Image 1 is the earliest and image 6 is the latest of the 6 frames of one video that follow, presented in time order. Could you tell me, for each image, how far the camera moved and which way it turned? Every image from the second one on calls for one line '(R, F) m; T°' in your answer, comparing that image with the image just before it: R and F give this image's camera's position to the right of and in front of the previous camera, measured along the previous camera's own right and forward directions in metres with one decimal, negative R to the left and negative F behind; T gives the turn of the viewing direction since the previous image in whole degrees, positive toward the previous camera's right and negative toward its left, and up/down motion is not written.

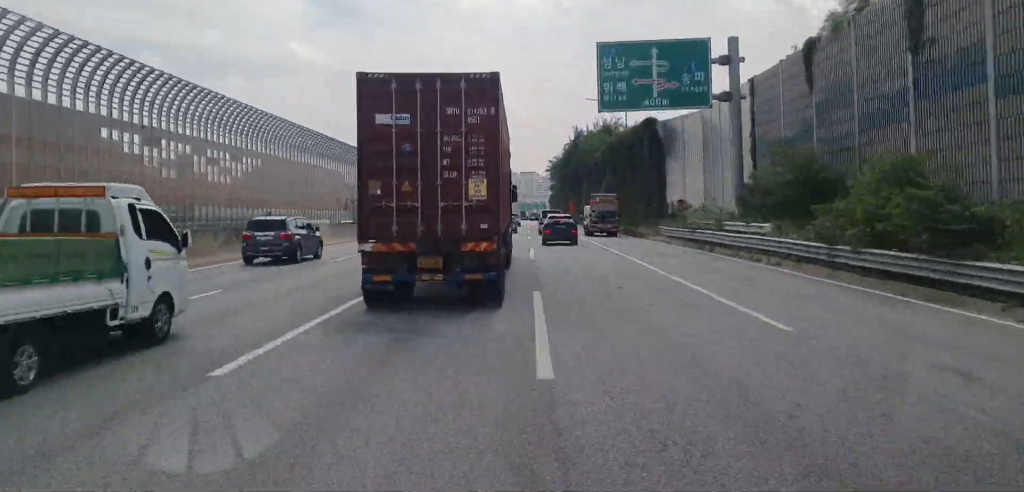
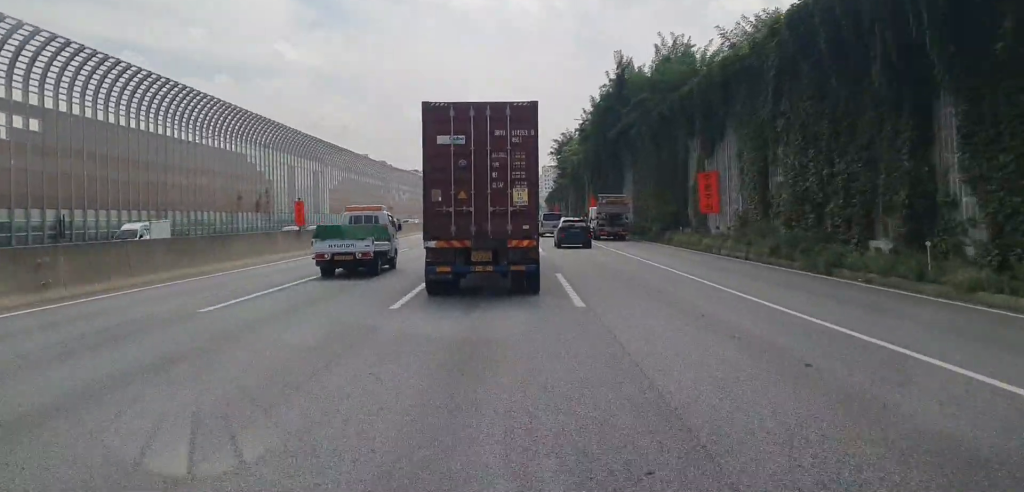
(+0.6, +53.3) m; +1°
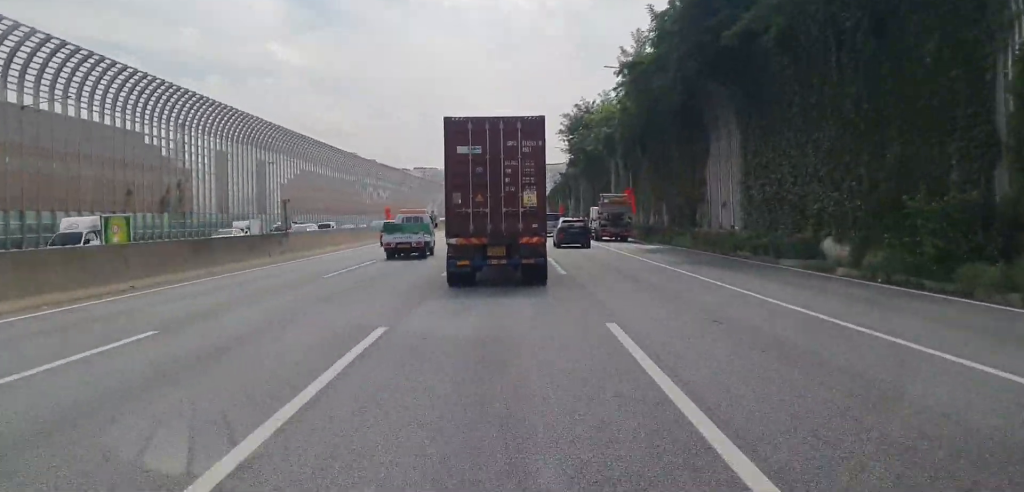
(+0.1, +29.9) m; 0°
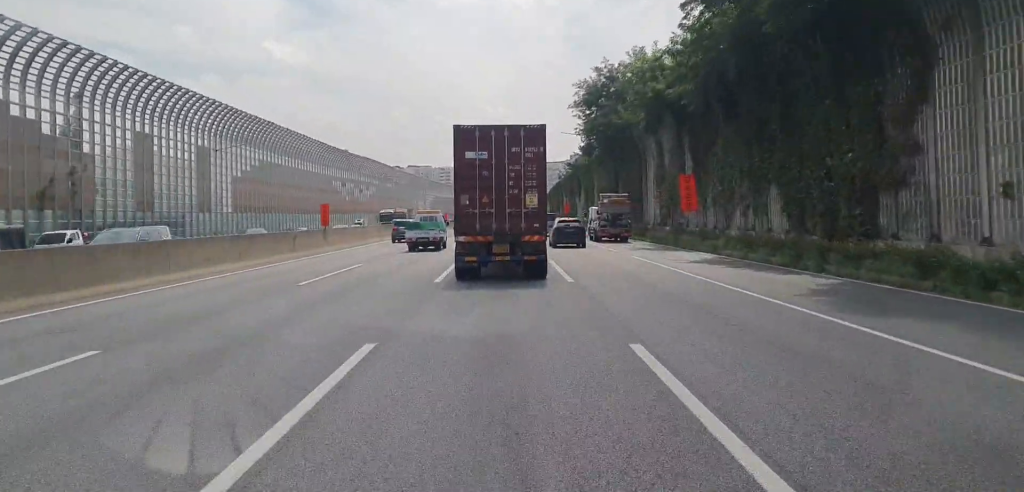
(0.0, +22.1) m; 0°
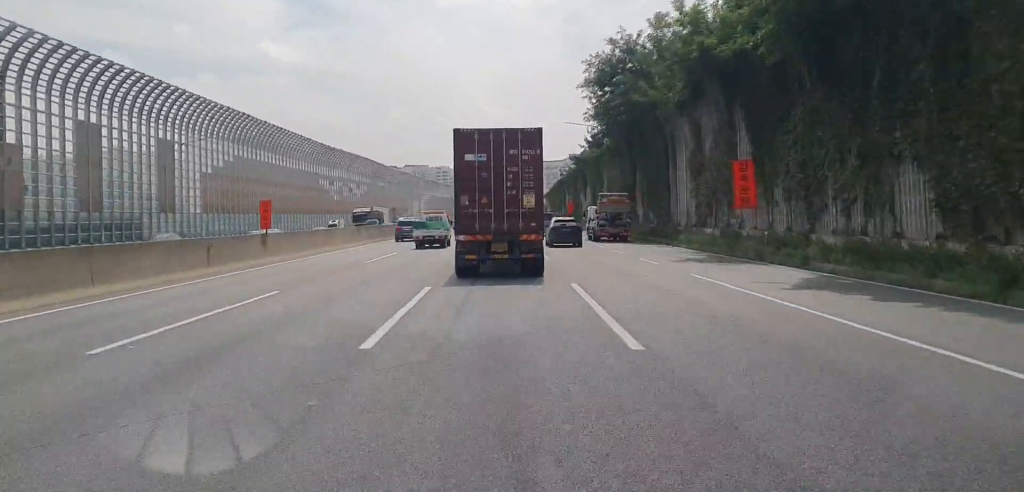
(0.0, +9.7) m; 0°
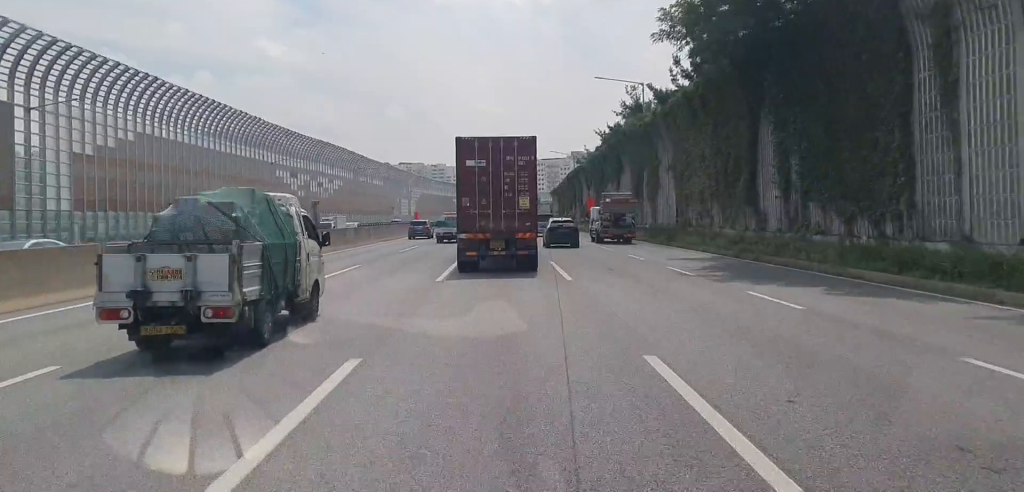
(-0.1, +29.8) m; 0°
